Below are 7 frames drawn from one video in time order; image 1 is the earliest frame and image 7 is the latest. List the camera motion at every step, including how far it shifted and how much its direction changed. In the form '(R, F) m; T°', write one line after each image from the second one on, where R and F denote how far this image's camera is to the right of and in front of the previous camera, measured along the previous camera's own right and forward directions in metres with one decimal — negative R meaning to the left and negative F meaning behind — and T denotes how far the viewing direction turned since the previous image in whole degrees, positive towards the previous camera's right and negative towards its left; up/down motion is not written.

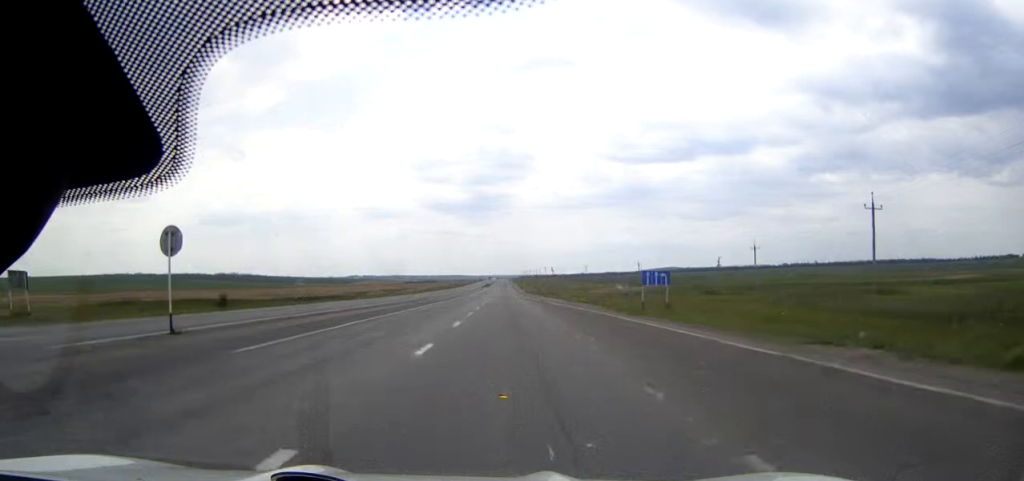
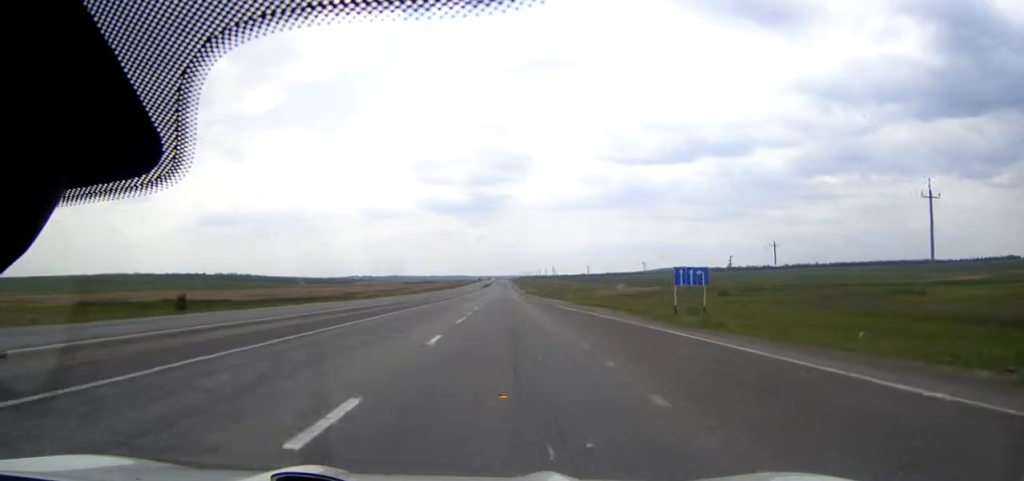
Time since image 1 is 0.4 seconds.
(0.0, +8.8) m; 0°
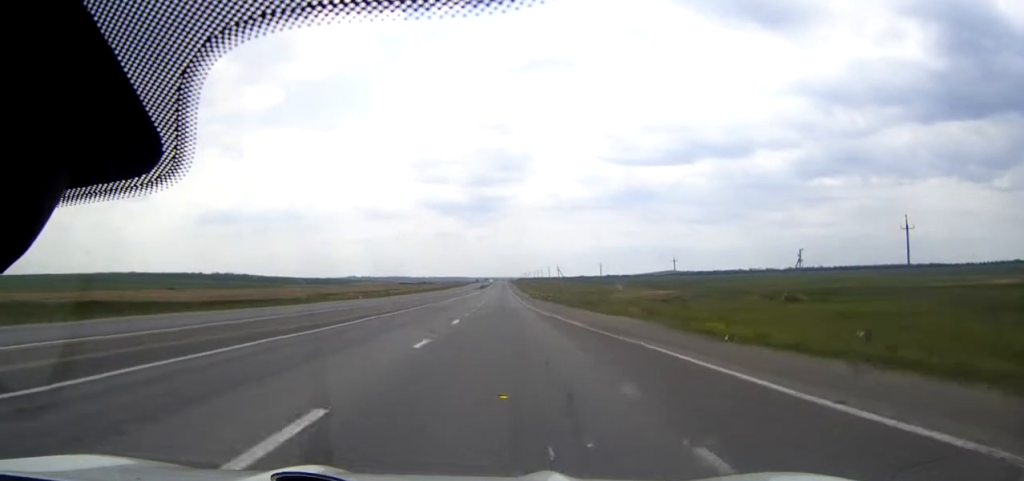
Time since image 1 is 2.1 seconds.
(0.0, +36.9) m; 0°
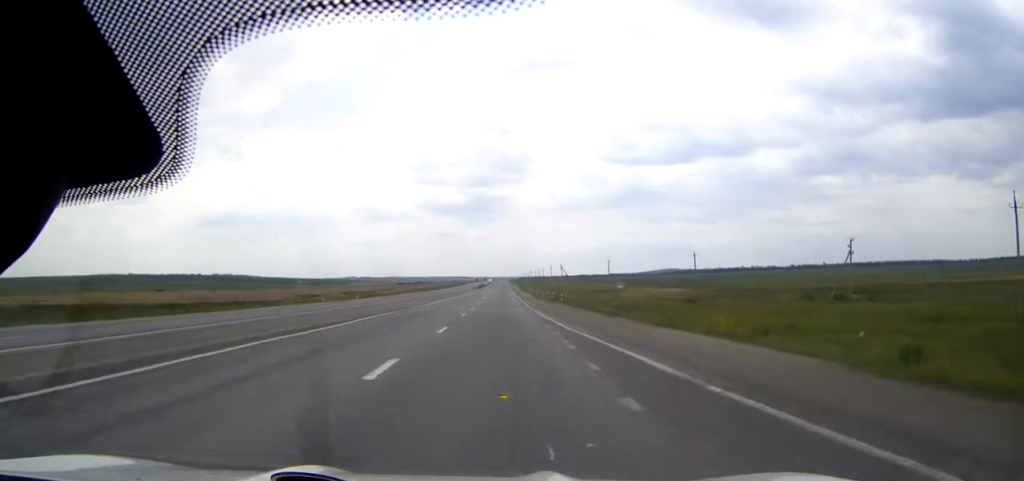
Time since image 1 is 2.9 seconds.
(0.0, +17.8) m; 0°
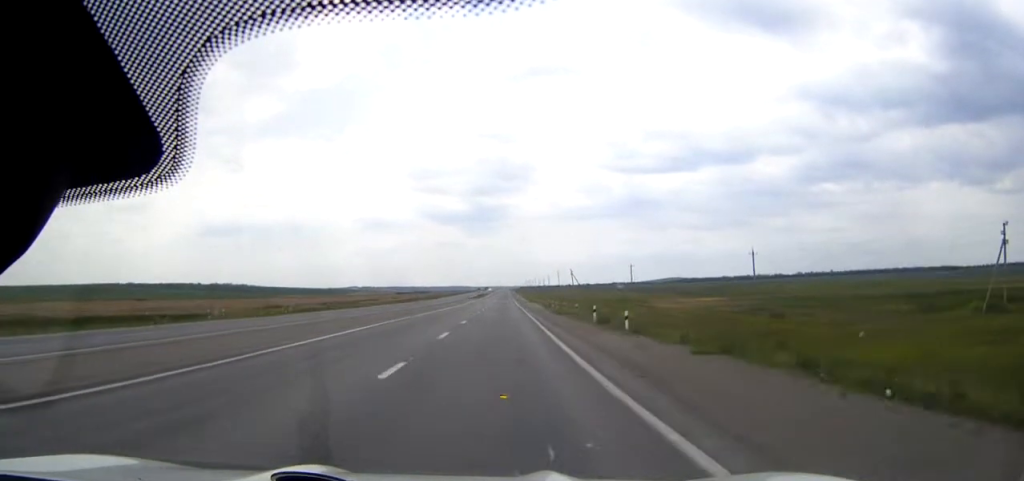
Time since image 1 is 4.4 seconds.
(0.0, +34.3) m; 0°
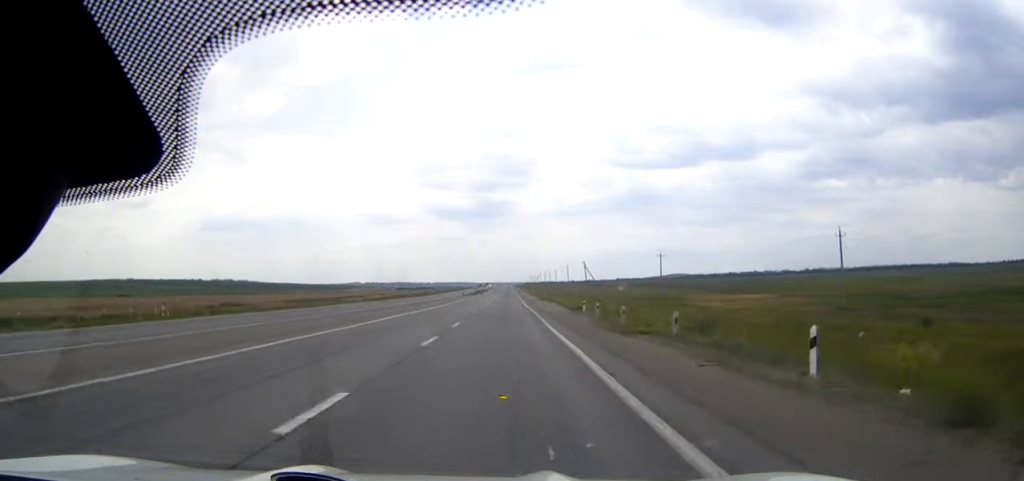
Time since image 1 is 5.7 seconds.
(-0.1, +29.8) m; 0°
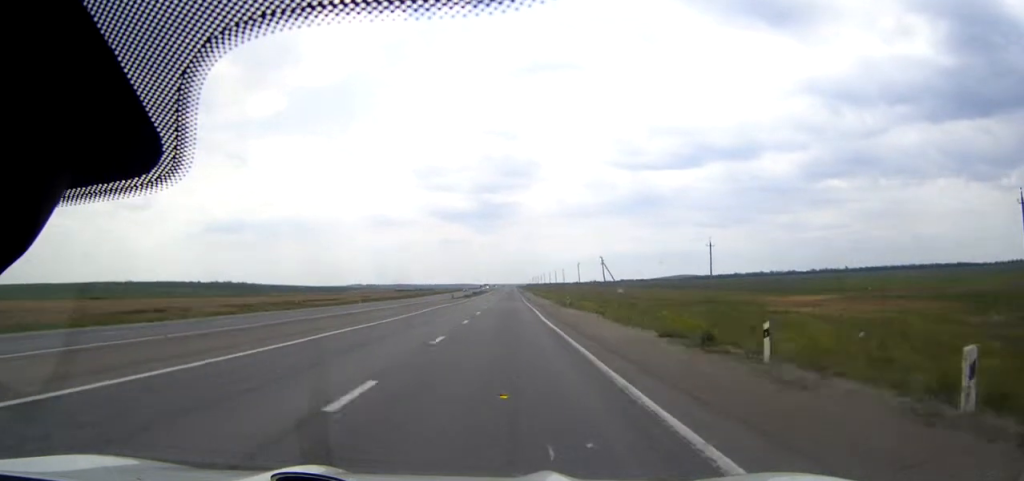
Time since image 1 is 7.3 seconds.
(-0.1, +34.3) m; 0°
